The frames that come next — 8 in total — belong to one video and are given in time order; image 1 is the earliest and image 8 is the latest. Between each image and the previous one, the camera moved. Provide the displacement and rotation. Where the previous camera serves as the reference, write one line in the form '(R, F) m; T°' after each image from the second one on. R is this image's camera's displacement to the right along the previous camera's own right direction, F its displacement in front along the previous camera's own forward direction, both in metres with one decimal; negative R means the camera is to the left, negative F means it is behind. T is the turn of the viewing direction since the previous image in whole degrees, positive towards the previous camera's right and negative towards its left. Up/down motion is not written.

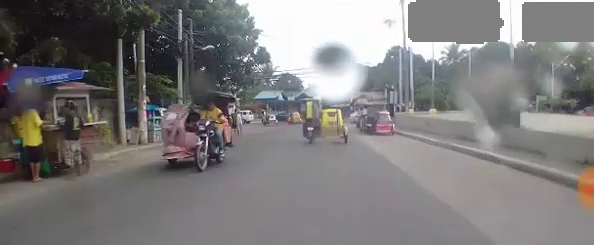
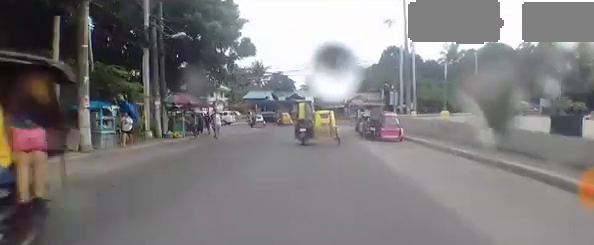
(+0.1, +3.4) m; +1°
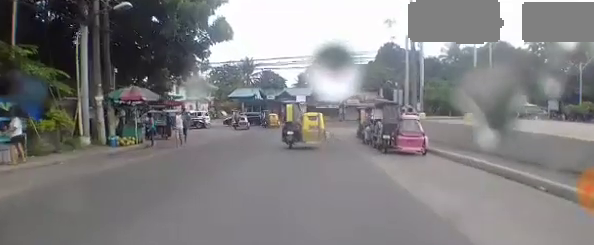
(+0.2, +4.5) m; +2°
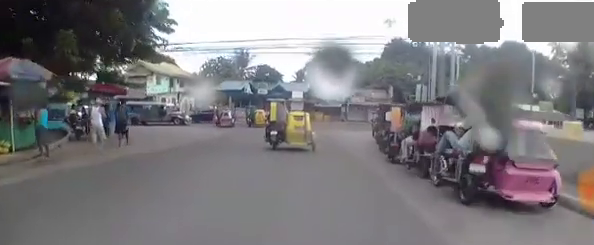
(0.0, +6.9) m; +2°
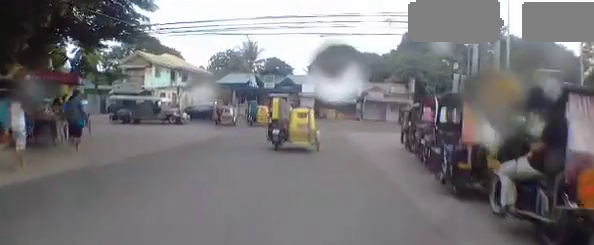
(+0.2, +3.7) m; -3°
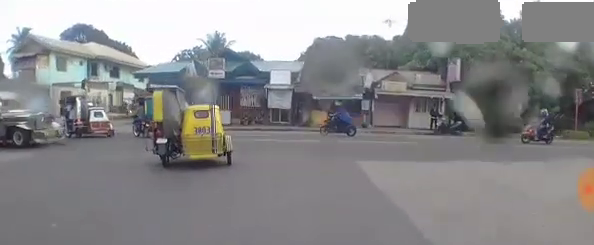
(-1.0, +13.4) m; -1°
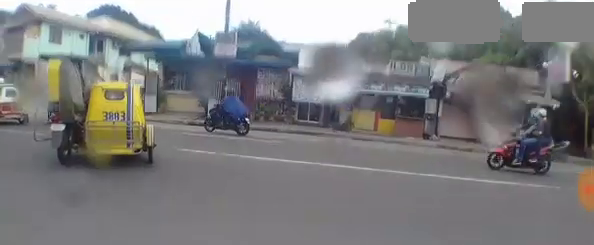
(+0.2, +6.5) m; +2°
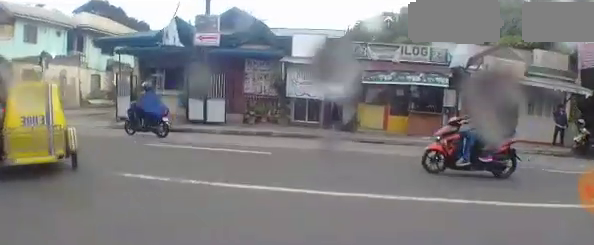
(0.0, +2.5) m; 0°
